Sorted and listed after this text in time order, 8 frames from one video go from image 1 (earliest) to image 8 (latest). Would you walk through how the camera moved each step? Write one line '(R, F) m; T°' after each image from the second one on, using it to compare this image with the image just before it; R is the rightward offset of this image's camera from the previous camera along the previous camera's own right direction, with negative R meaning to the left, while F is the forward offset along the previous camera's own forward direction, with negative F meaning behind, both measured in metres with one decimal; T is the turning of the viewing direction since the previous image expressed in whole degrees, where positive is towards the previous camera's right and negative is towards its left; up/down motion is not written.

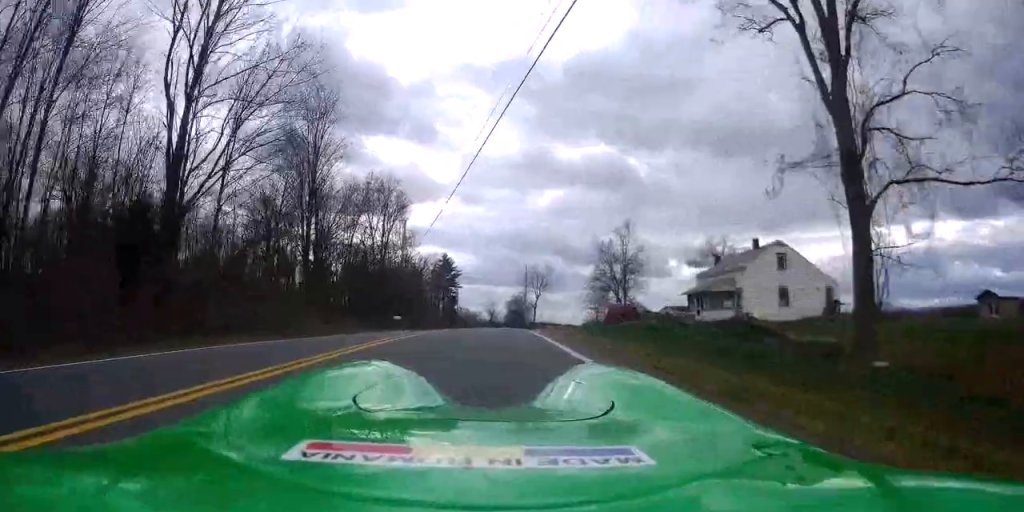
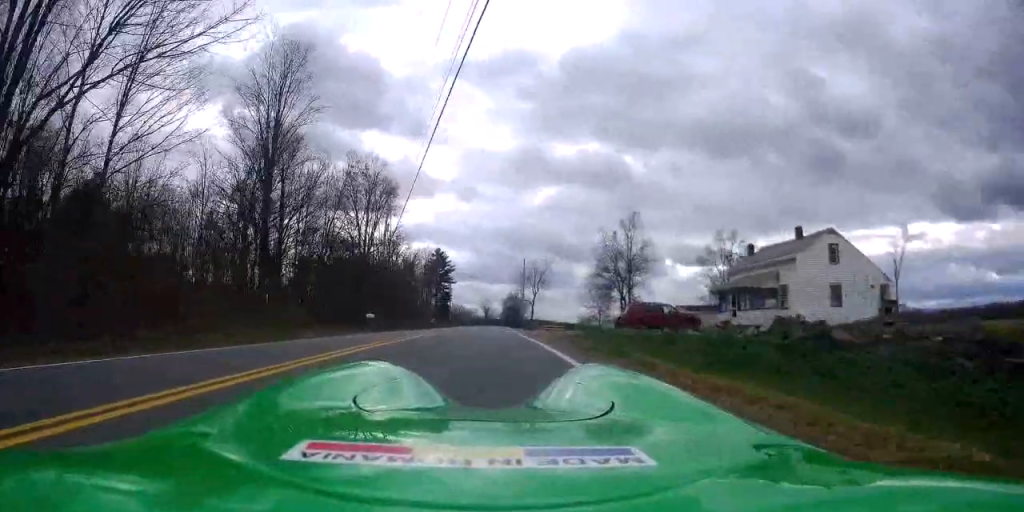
(0.0, +7.2) m; 0°
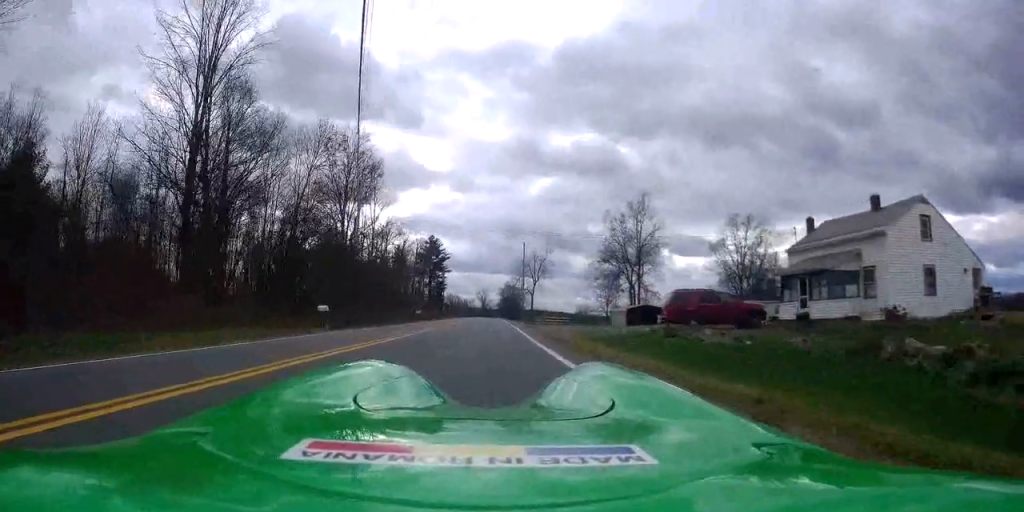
(+0.2, +9.1) m; +3°
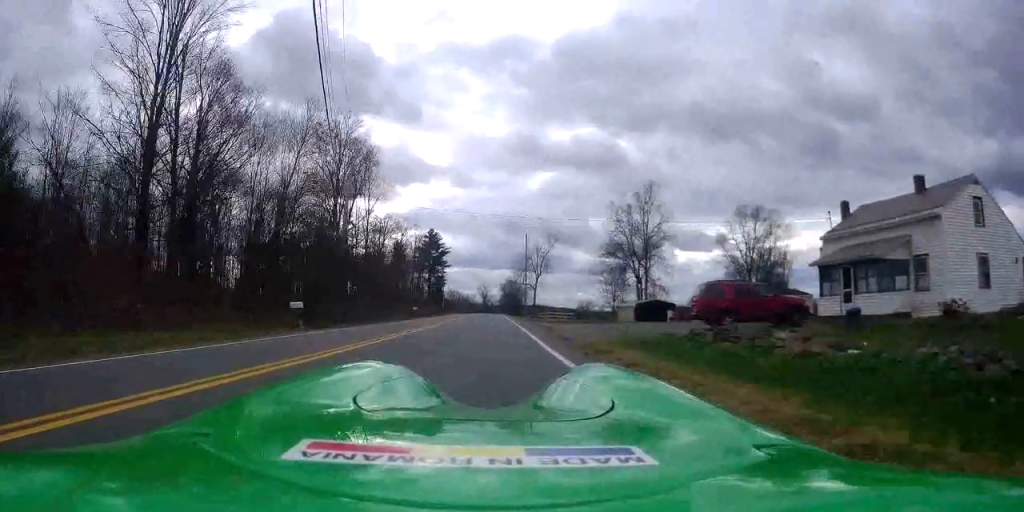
(+0.2, +3.7) m; 0°
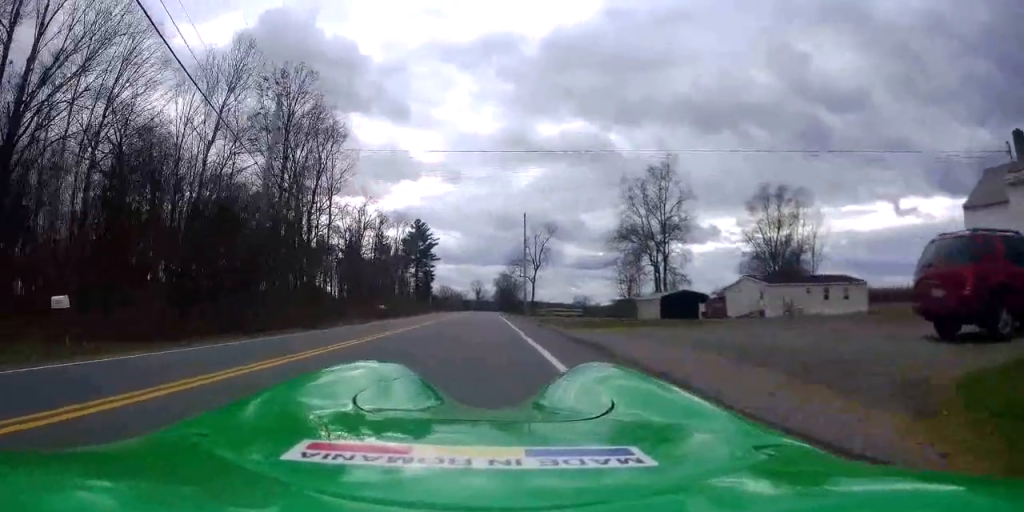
(-0.4, +12.9) m; -2°
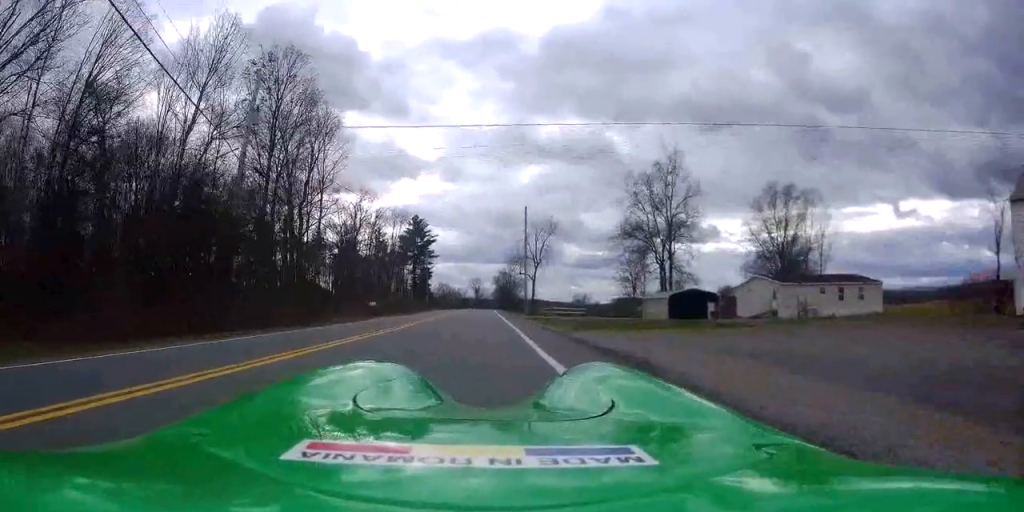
(0.0, +3.0) m; 0°
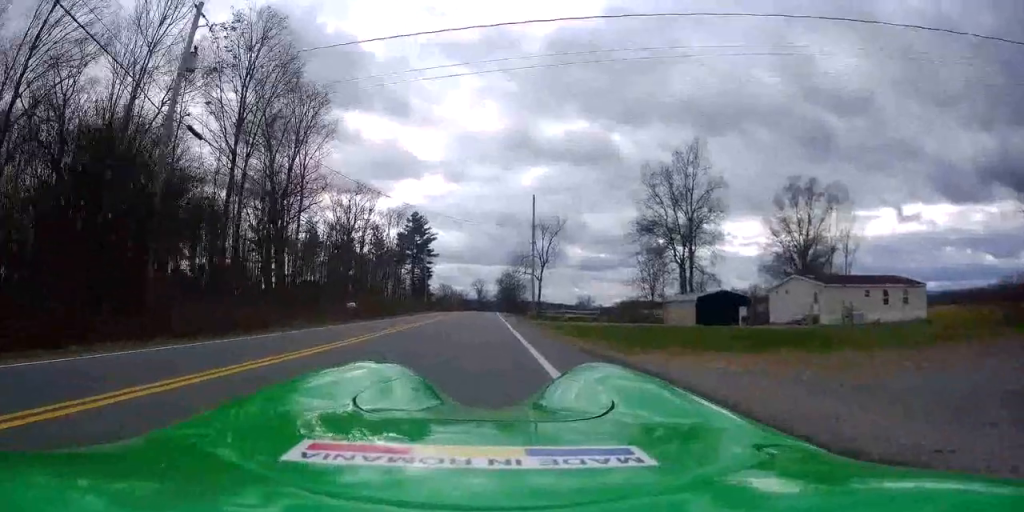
(0.0, +6.6) m; 0°
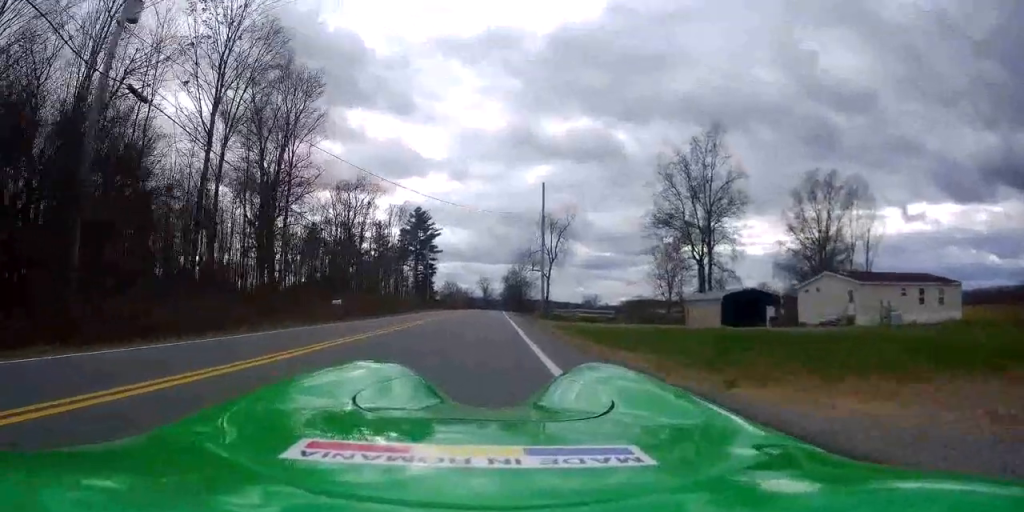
(0.0, +4.5) m; -1°
